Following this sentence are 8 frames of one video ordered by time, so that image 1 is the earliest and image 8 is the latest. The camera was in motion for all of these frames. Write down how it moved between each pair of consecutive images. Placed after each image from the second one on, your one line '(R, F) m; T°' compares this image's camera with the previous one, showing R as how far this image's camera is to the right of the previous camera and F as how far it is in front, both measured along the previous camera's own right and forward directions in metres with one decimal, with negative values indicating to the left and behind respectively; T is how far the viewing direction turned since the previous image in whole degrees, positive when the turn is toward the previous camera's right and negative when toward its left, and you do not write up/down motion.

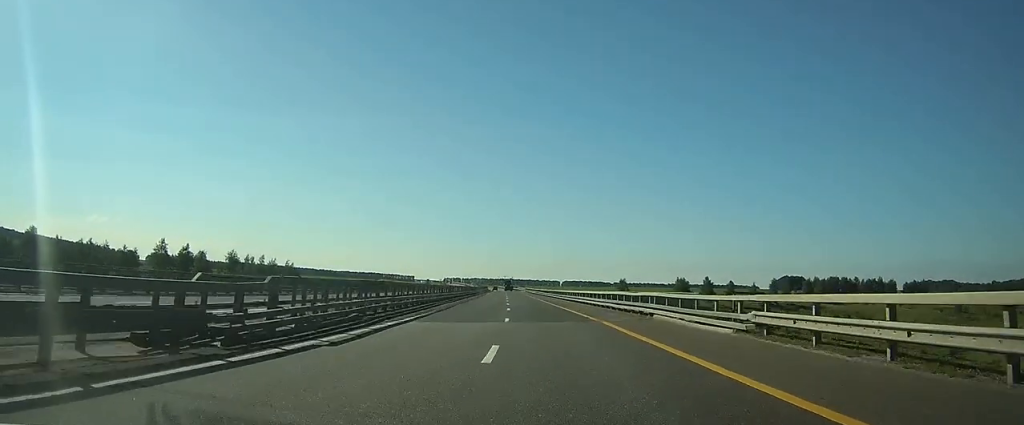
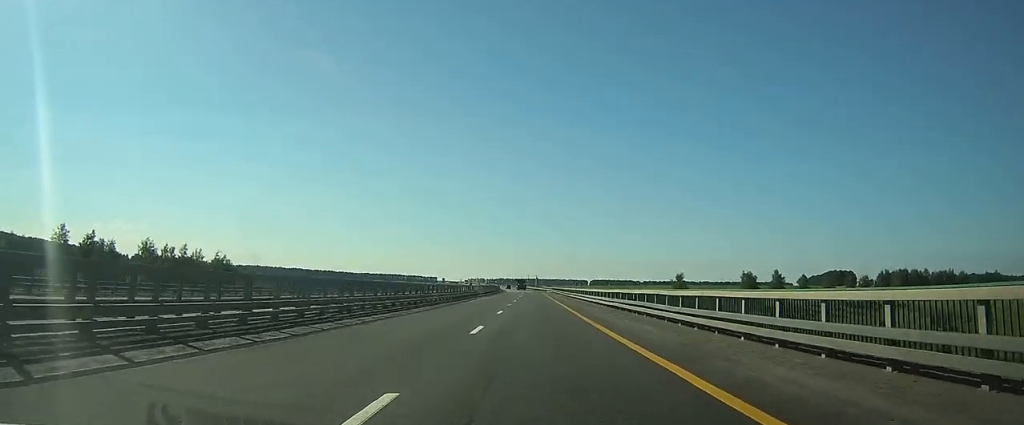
(-0.5, +54.1) m; -1°
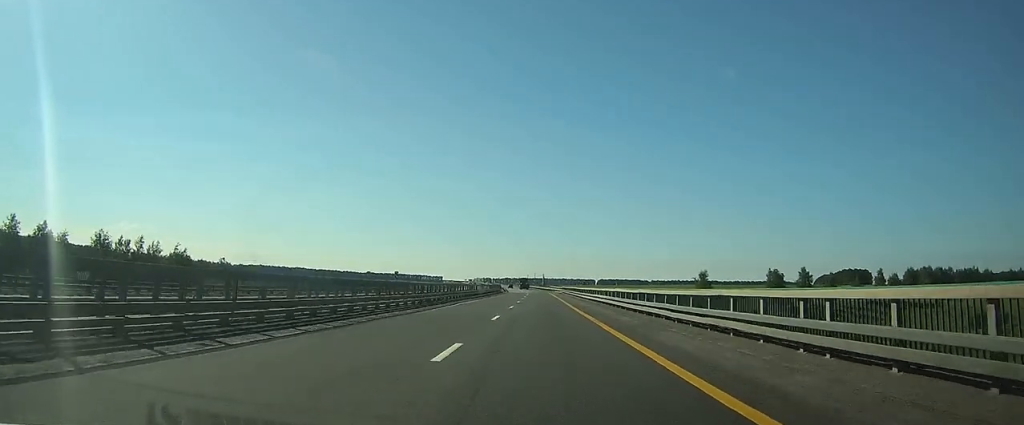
(0.0, +18.1) m; -1°
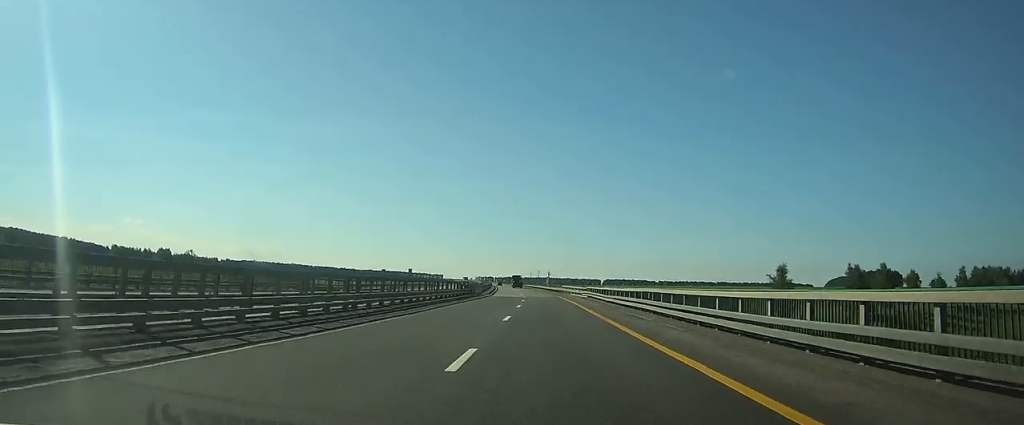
(-0.7, +48.8) m; -1°
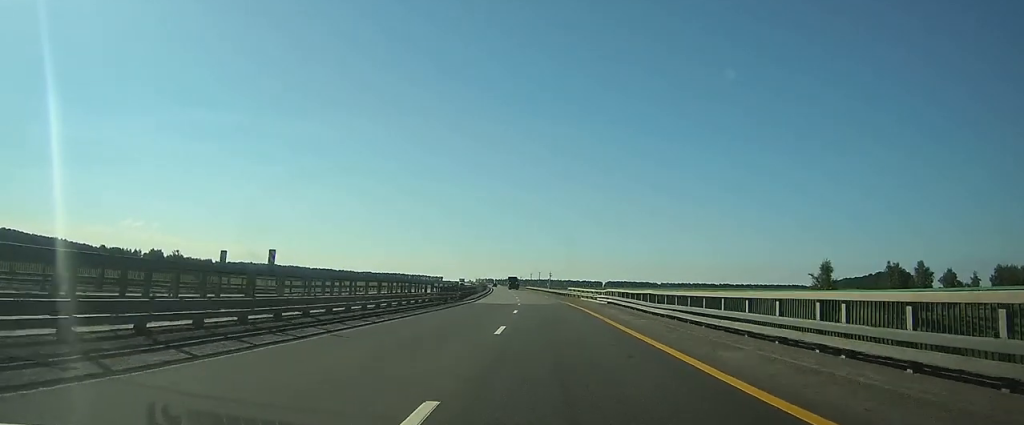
(0.0, +17.1) m; 0°
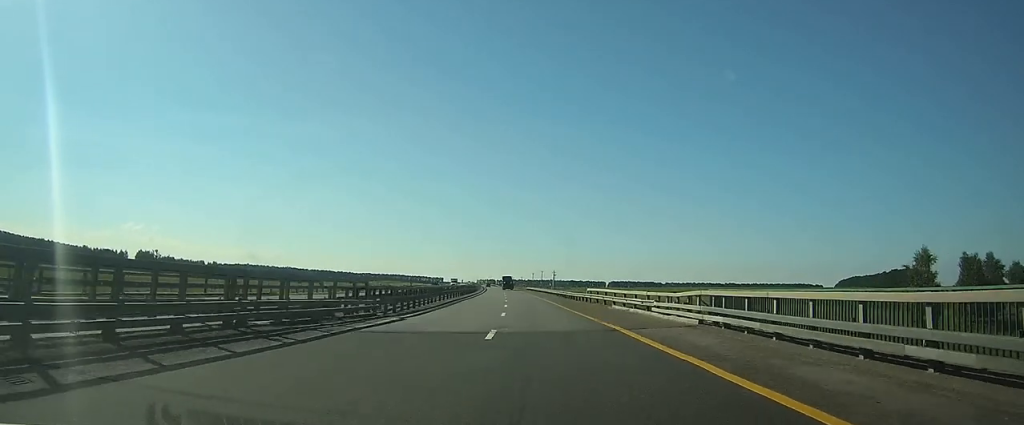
(-0.1, +25.1) m; 0°
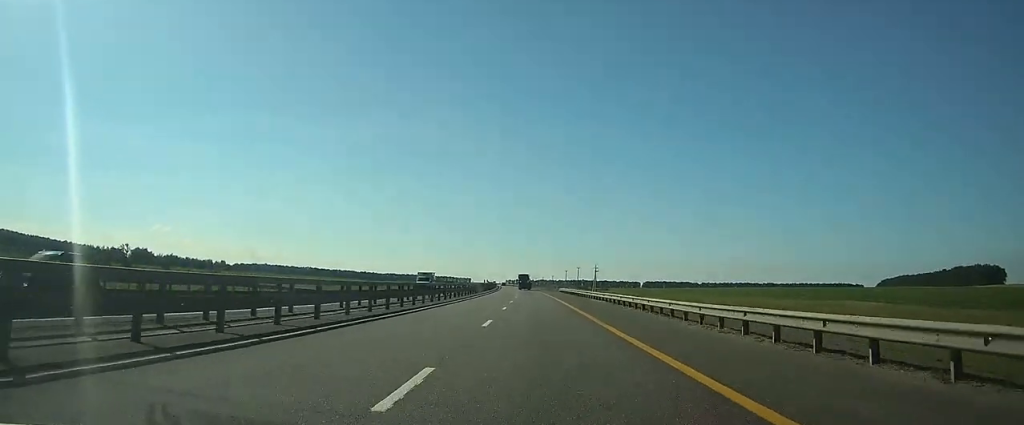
(-0.5, +56.1) m; -2°
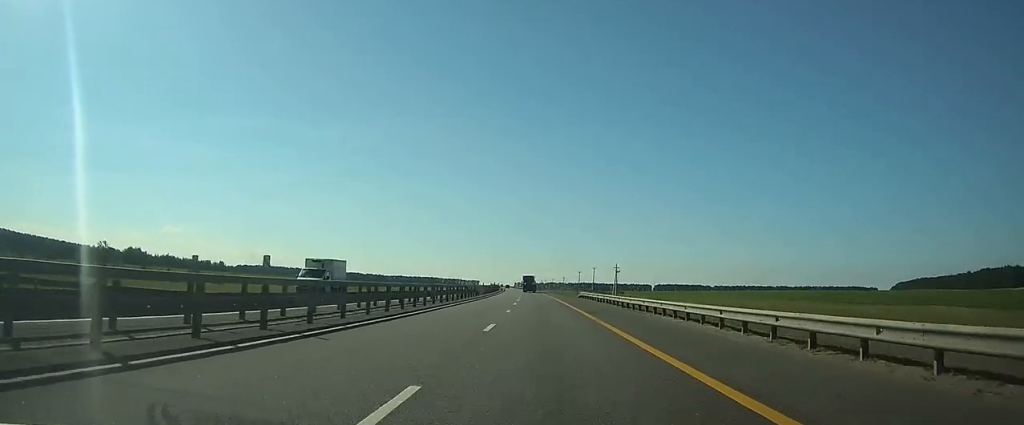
(-0.3, +25.2) m; -1°
